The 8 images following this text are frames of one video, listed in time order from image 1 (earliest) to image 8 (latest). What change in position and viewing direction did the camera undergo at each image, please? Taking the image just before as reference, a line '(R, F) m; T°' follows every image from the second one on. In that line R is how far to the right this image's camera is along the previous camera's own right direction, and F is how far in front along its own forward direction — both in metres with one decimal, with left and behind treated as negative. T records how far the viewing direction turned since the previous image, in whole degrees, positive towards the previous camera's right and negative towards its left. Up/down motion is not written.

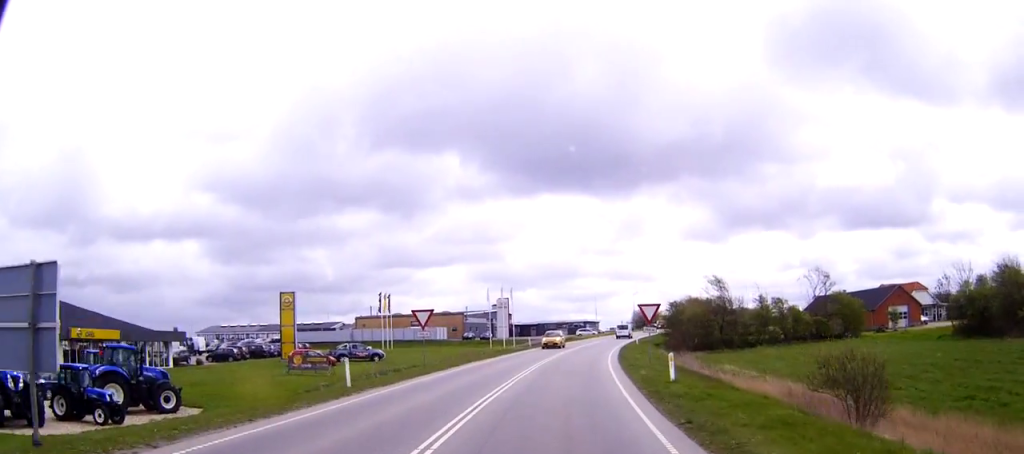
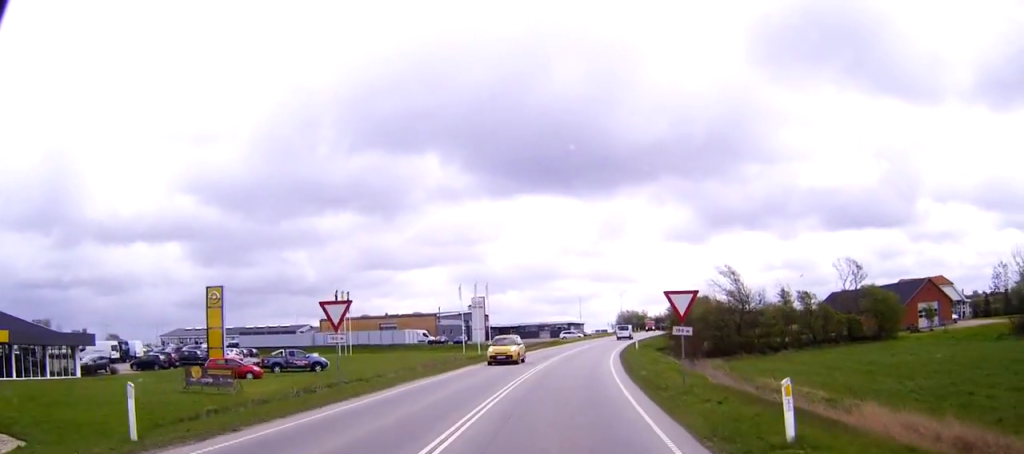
(+0.1, +12.7) m; +2°
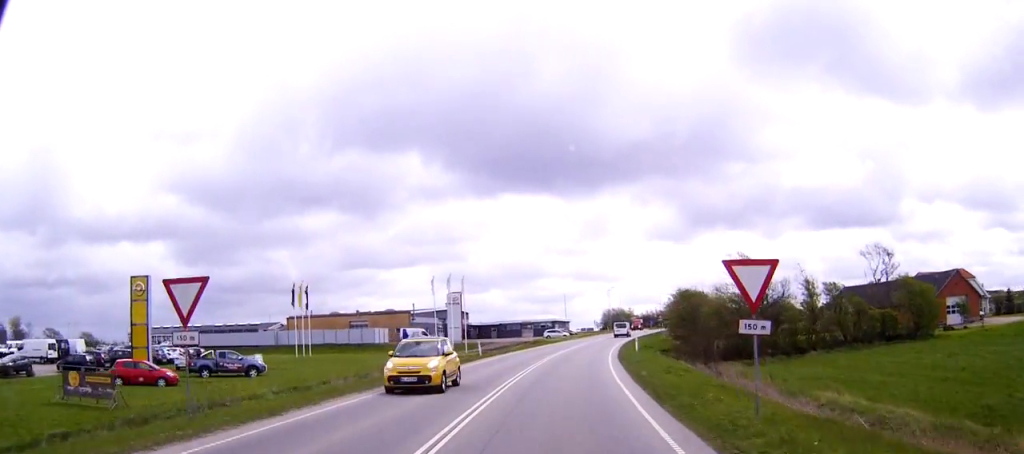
(+0.2, +9.8) m; +1°
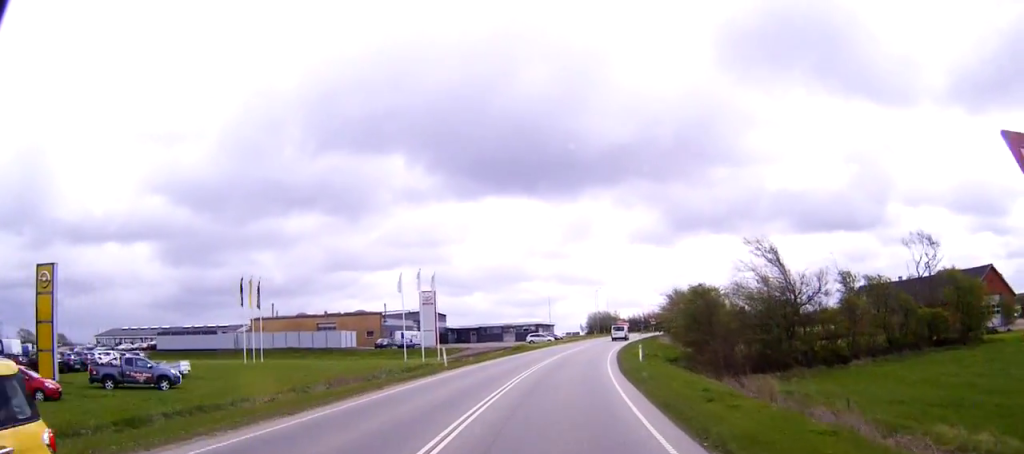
(+0.1, +9.8) m; +1°
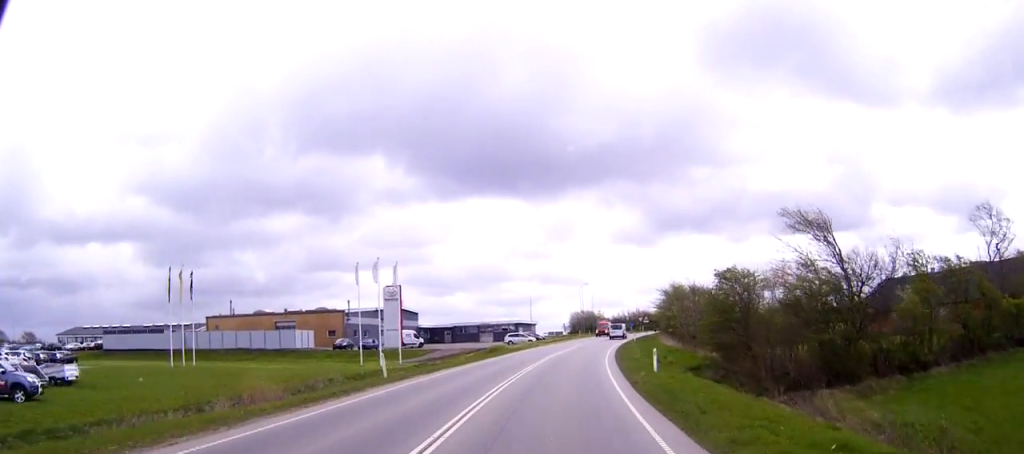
(+0.1, +11.3) m; +1°
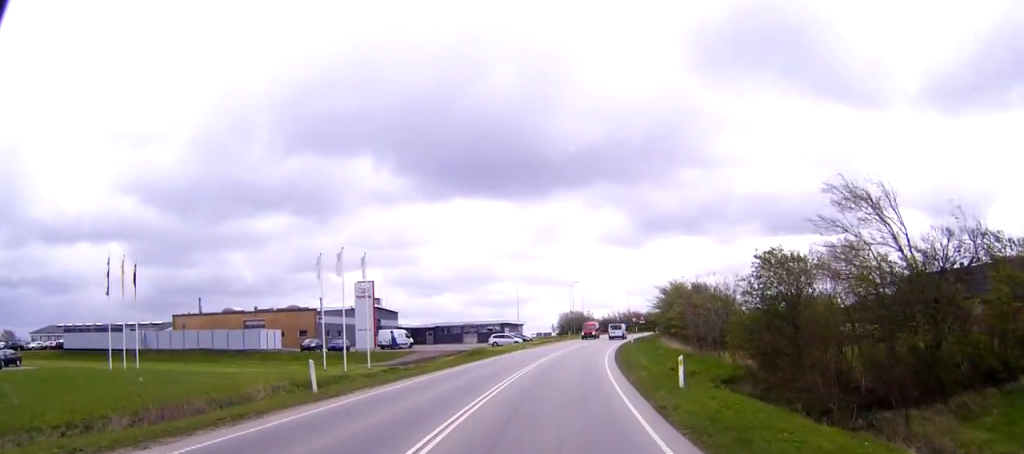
(+0.1, +7.7) m; +1°
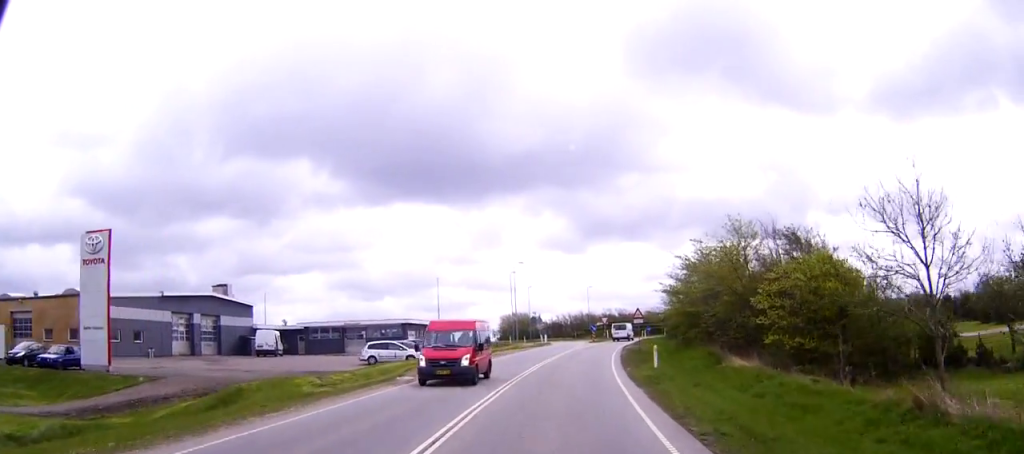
(+1.6, +41.4) m; +4°
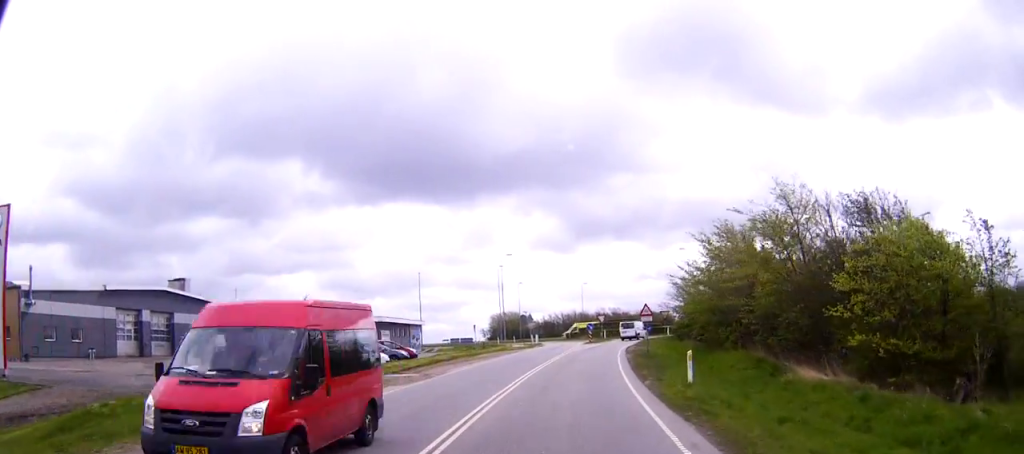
(+0.1, +8.5) m; +1°
